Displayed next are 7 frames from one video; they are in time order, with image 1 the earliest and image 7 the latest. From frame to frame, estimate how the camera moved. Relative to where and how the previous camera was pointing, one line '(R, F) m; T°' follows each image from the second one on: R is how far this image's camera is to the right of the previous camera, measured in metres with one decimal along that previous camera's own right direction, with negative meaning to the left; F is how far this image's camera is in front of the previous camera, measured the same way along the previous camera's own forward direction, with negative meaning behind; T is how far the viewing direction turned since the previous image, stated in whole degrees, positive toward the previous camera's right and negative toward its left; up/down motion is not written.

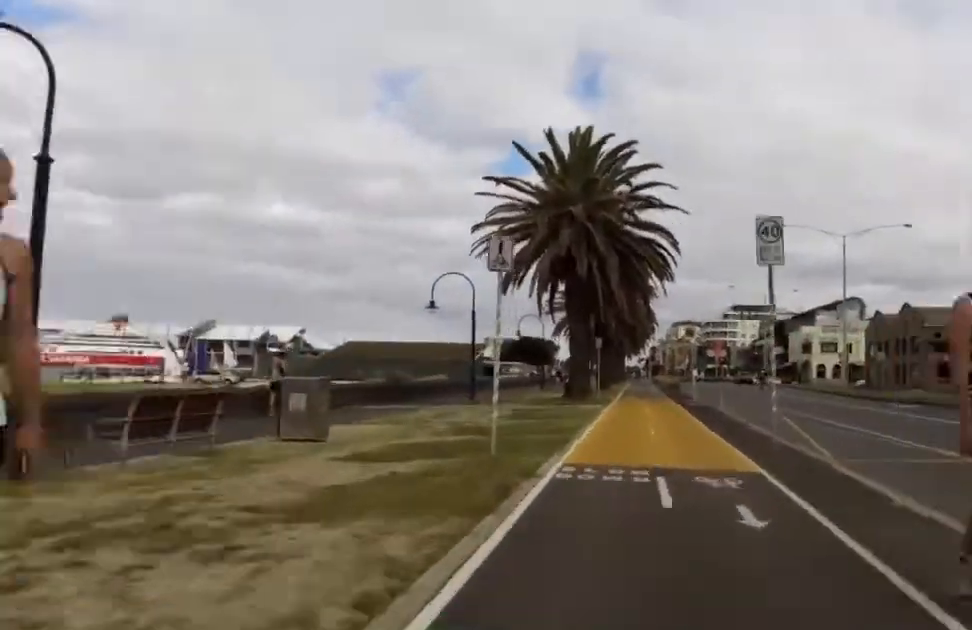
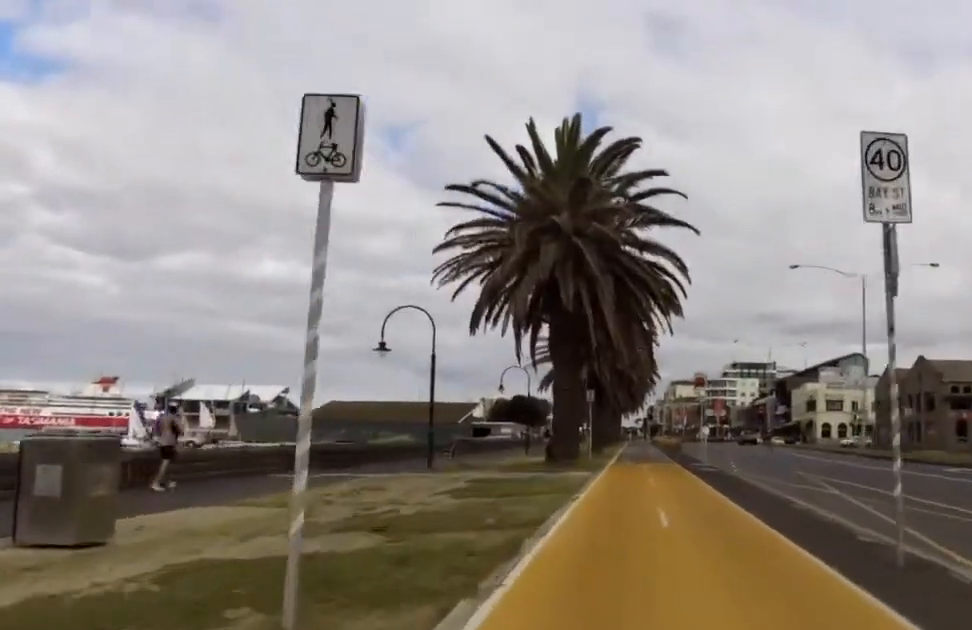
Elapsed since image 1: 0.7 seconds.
(0.0, +5.3) m; +2°
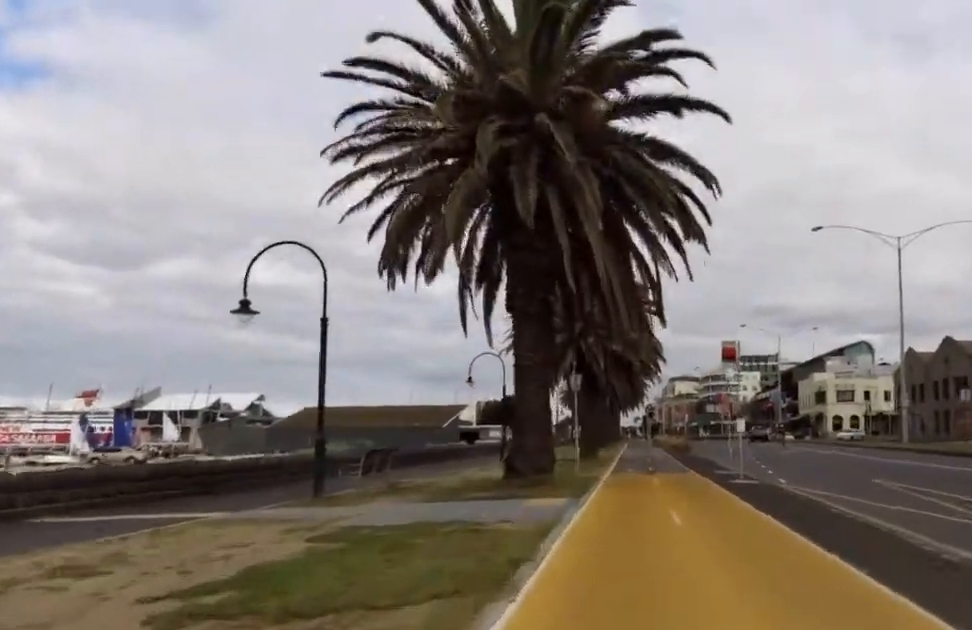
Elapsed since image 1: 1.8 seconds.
(+0.2, +7.8) m; 0°
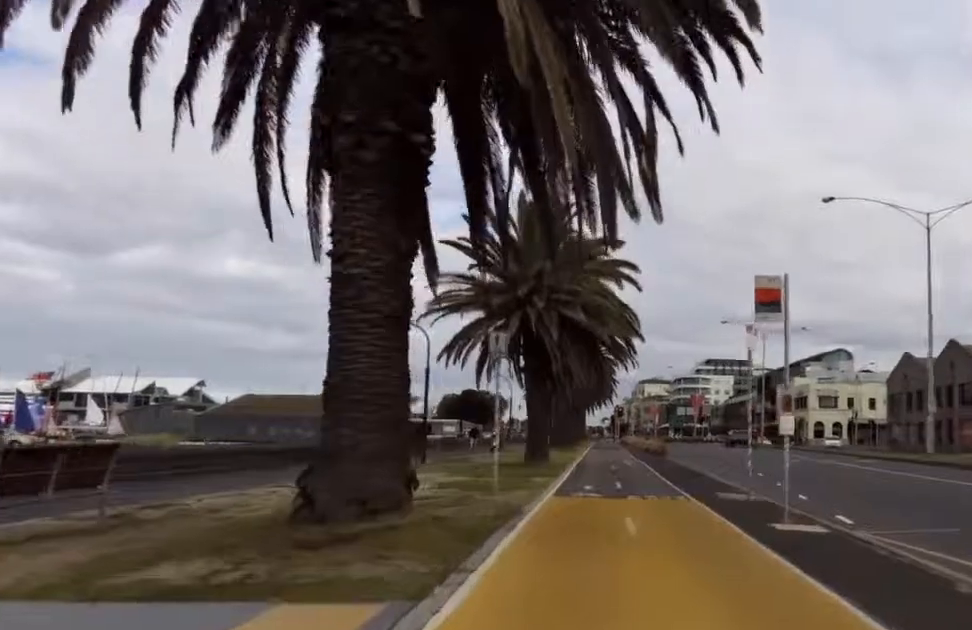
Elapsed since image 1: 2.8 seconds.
(-0.2, +7.9) m; 0°
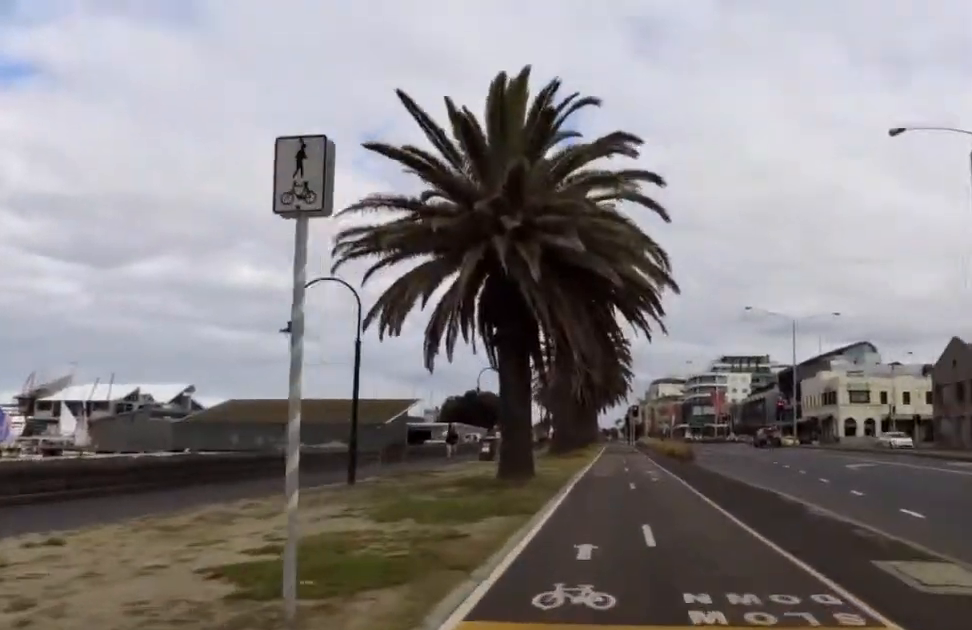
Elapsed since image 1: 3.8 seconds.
(+0.2, +8.2) m; 0°
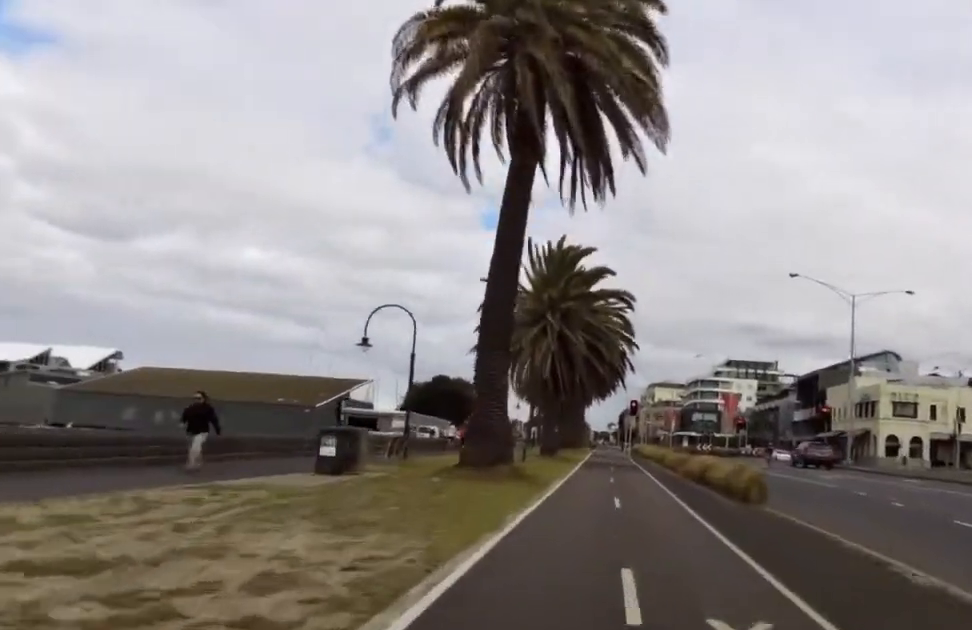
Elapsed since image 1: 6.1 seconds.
(-1.1, +18.2) m; -2°
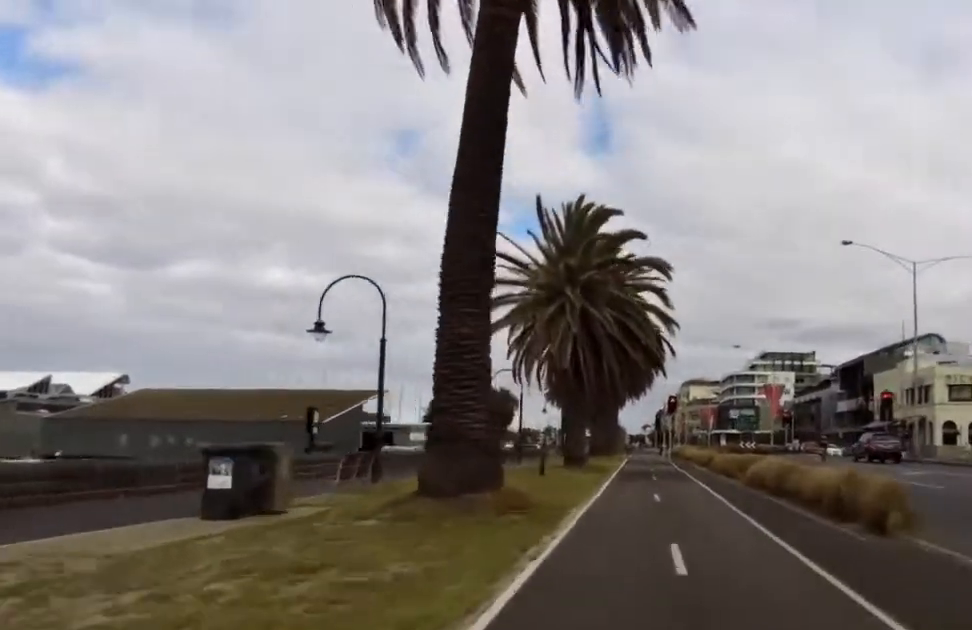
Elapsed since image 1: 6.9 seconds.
(+0.1, +5.7) m; +2°
